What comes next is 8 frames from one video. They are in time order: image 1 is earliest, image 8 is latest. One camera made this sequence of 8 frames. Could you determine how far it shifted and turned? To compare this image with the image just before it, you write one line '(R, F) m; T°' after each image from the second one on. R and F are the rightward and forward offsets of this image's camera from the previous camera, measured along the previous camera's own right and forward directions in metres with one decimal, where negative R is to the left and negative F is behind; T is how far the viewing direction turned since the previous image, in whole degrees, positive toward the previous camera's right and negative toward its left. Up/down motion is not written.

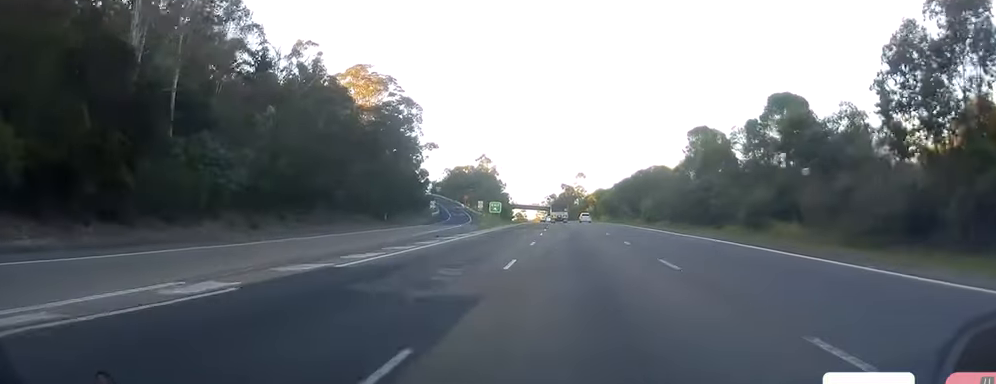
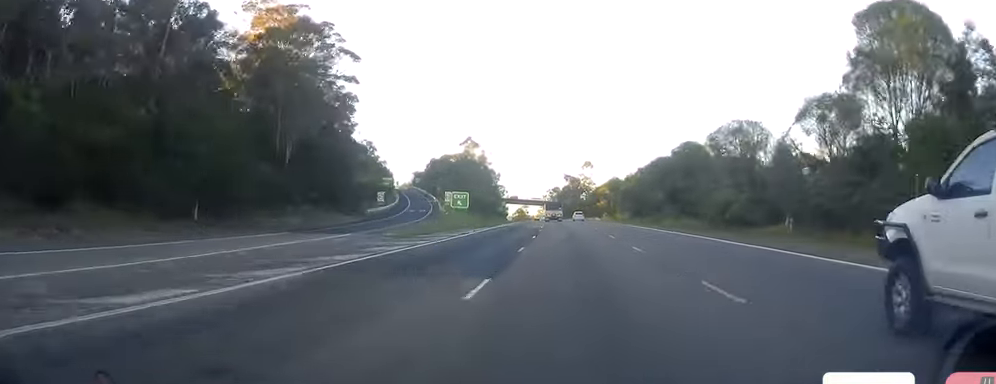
(-0.8, +42.0) m; -2°
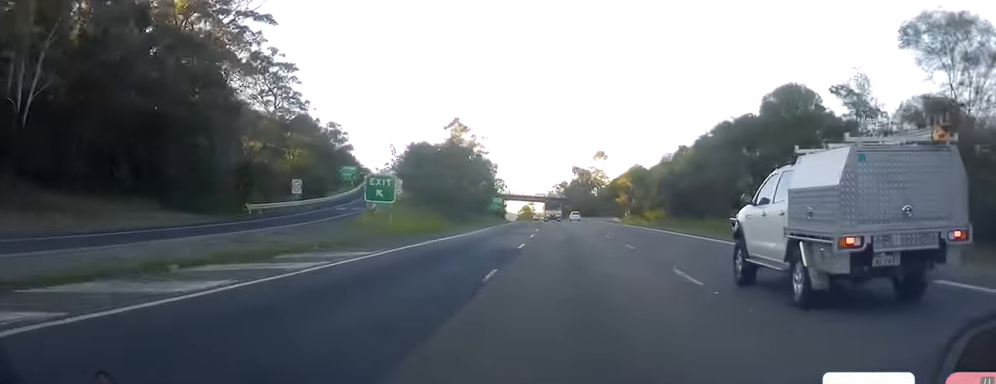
(0.0, +33.8) m; 0°
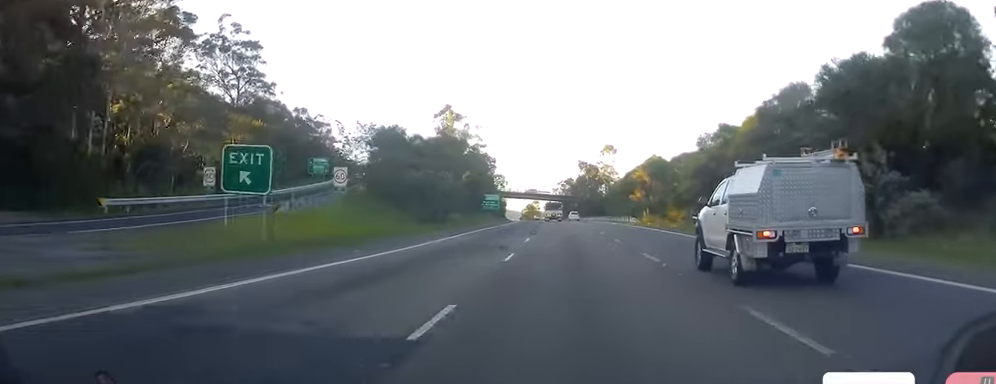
(-0.1, +17.9) m; 0°
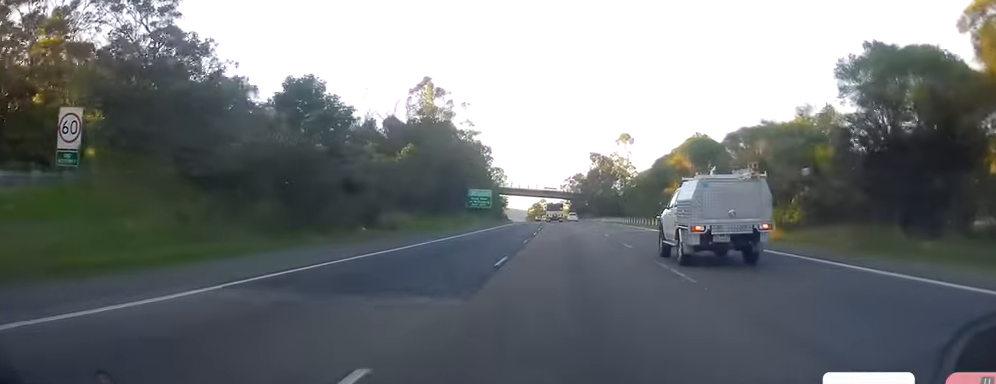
(+0.1, +28.4) m; 0°
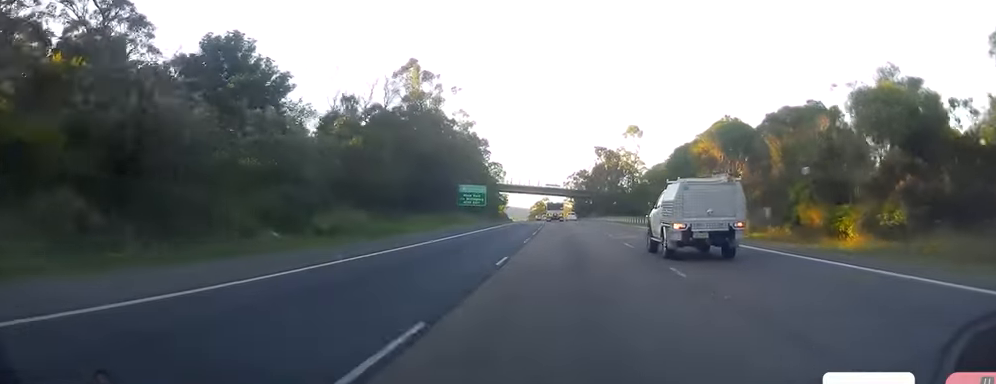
(+0.4, +12.3) m; -1°
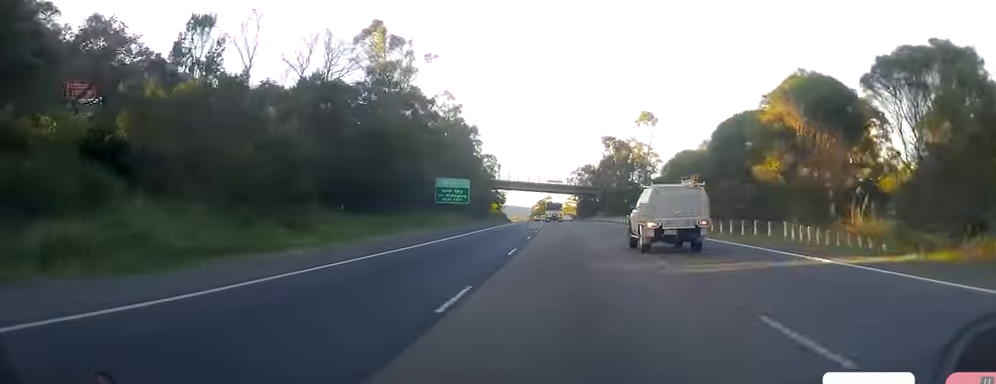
(-0.7, +20.0) m; -1°
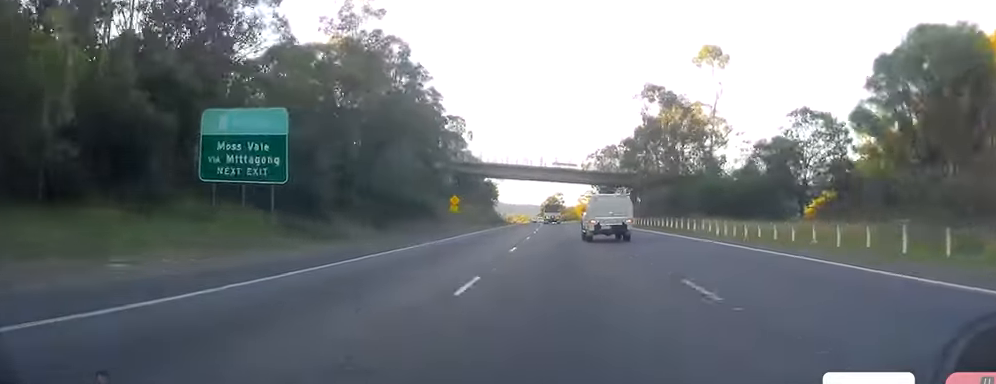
(-0.6, +55.3) m; -1°
